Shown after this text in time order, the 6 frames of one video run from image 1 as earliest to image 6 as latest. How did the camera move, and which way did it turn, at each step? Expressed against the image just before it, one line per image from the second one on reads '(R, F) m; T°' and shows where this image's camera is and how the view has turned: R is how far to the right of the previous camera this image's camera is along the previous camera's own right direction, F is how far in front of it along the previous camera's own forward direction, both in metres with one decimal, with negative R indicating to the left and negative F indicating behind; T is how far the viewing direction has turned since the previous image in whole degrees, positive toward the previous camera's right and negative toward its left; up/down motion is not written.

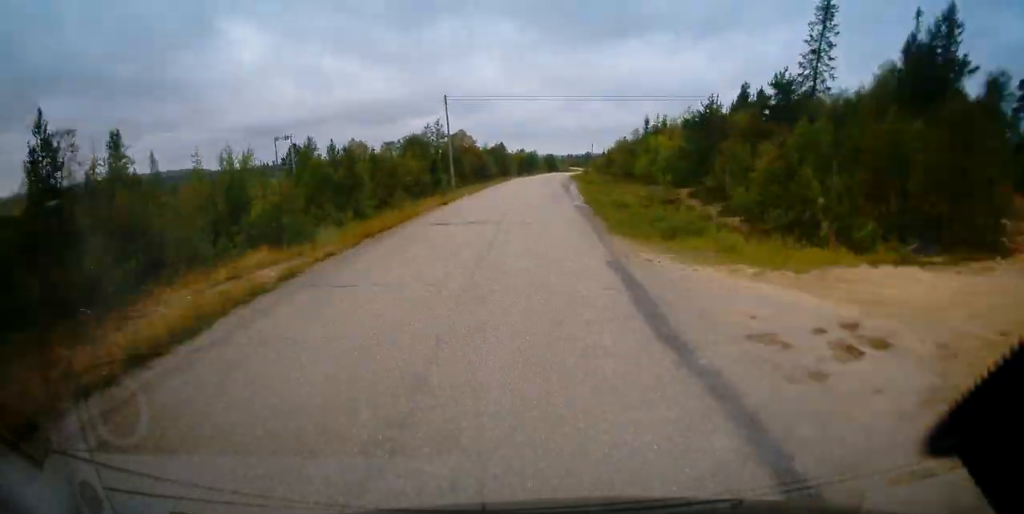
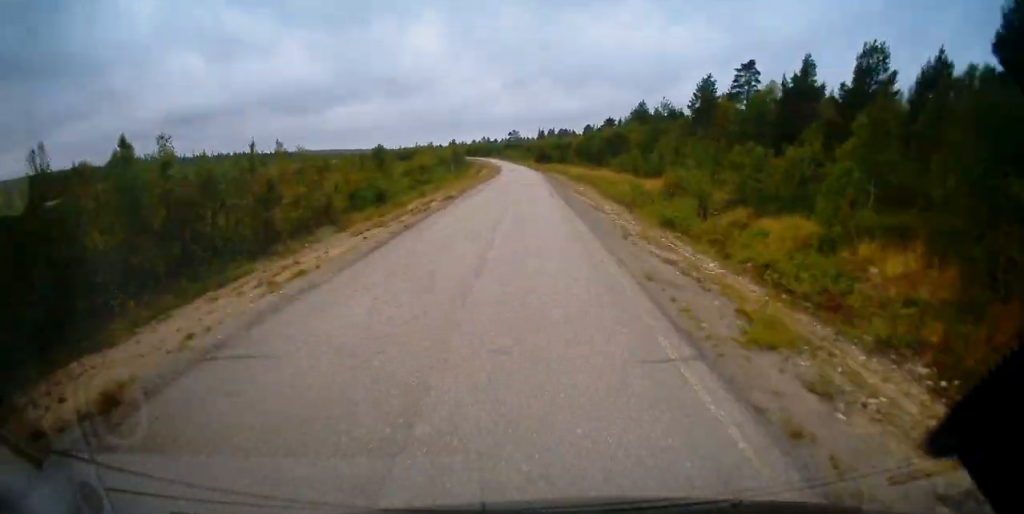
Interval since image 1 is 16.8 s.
(+17.6, +263.7) m; +5°
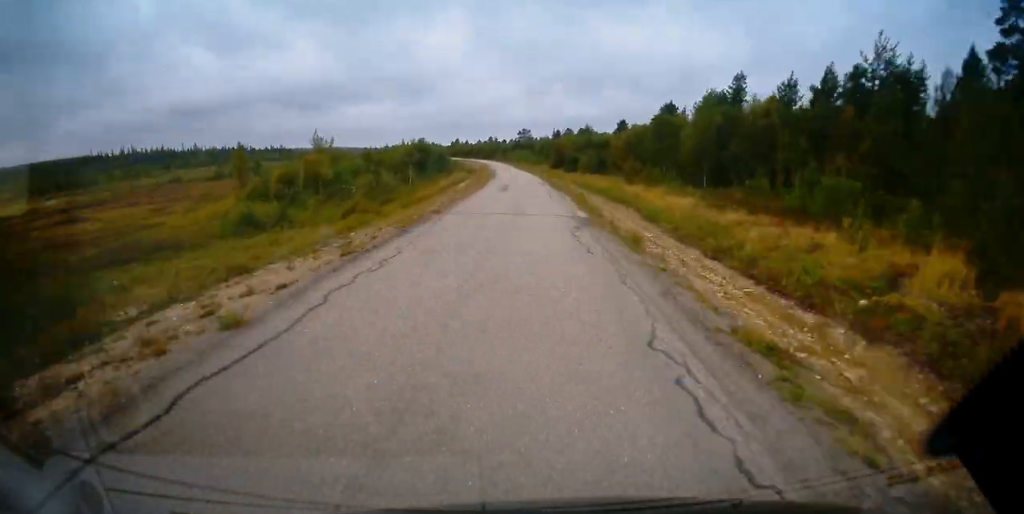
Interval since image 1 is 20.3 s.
(-0.5, +53.7) m; -2°
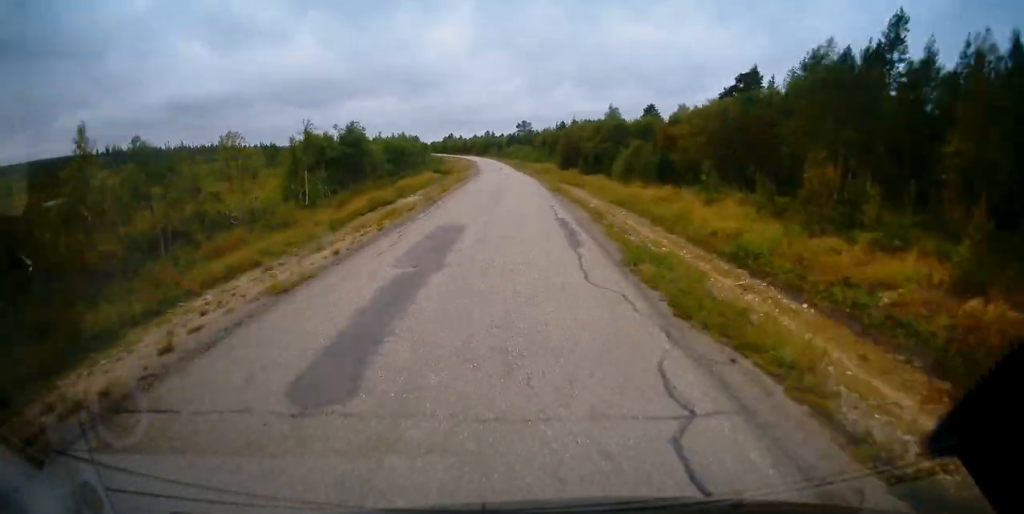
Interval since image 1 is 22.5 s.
(-0.1, +35.0) m; -1°
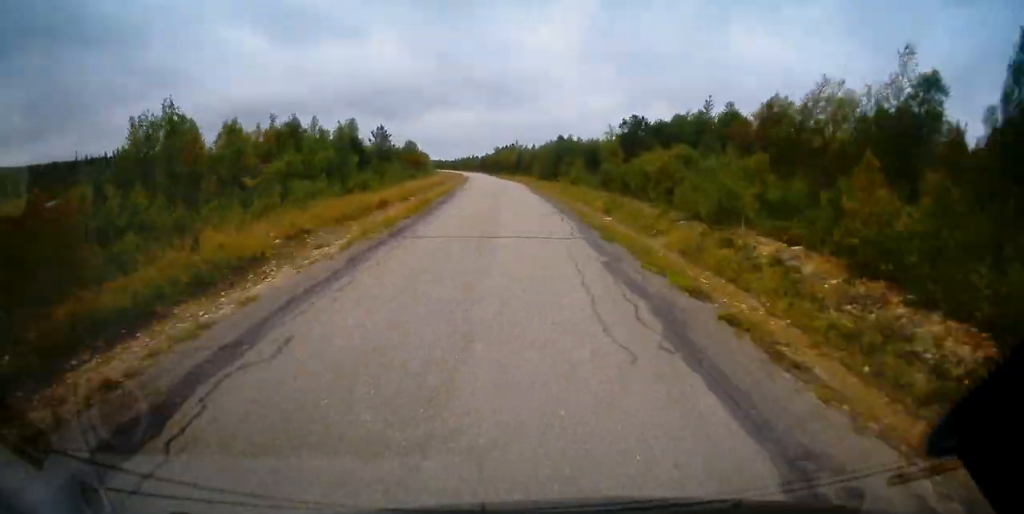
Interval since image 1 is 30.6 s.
(-7.9, +124.6) m; -7°
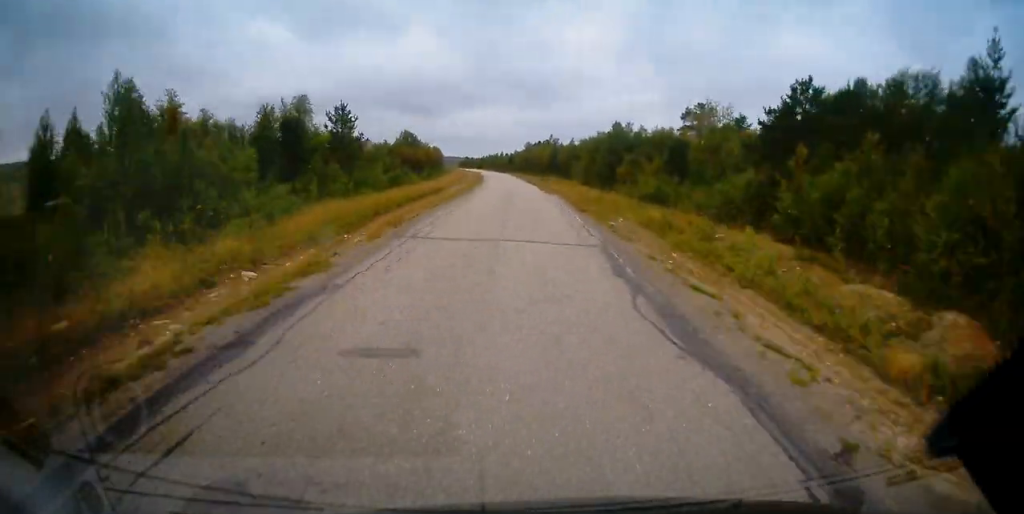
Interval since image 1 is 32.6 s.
(-0.9, +30.0) m; -2°
